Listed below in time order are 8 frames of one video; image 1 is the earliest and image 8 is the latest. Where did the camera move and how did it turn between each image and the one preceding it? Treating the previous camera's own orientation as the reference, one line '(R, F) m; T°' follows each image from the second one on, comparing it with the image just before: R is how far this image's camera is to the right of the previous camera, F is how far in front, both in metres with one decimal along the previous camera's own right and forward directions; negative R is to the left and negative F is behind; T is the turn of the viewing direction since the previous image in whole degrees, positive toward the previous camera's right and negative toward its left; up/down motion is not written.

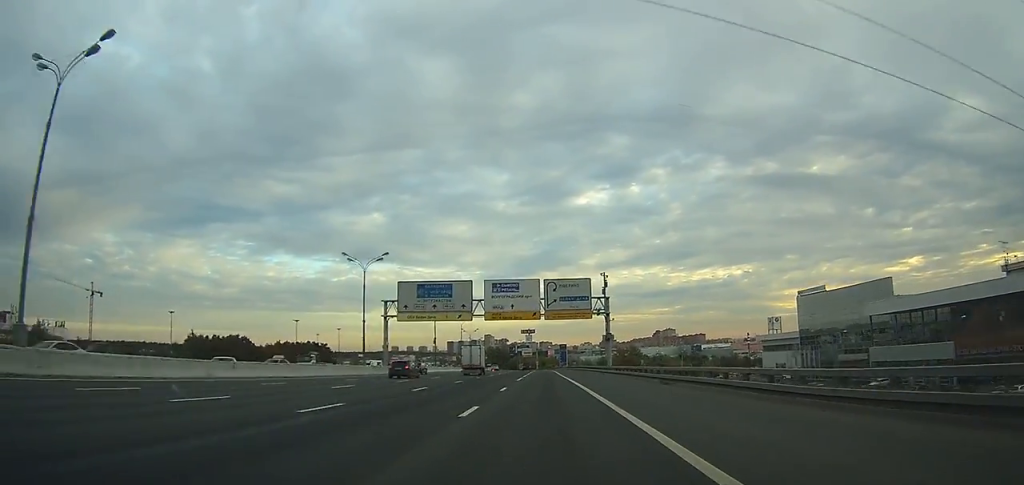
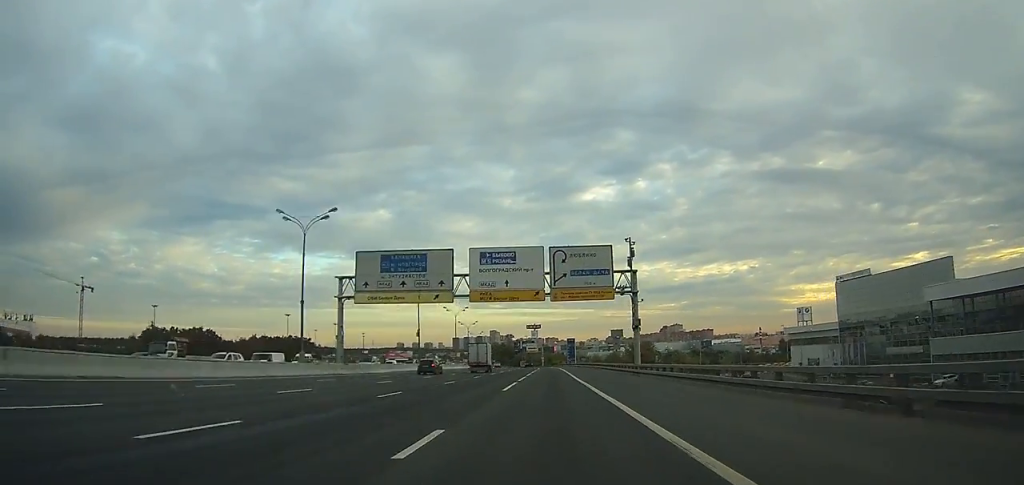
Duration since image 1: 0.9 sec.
(-0.4, +17.8) m; -1°
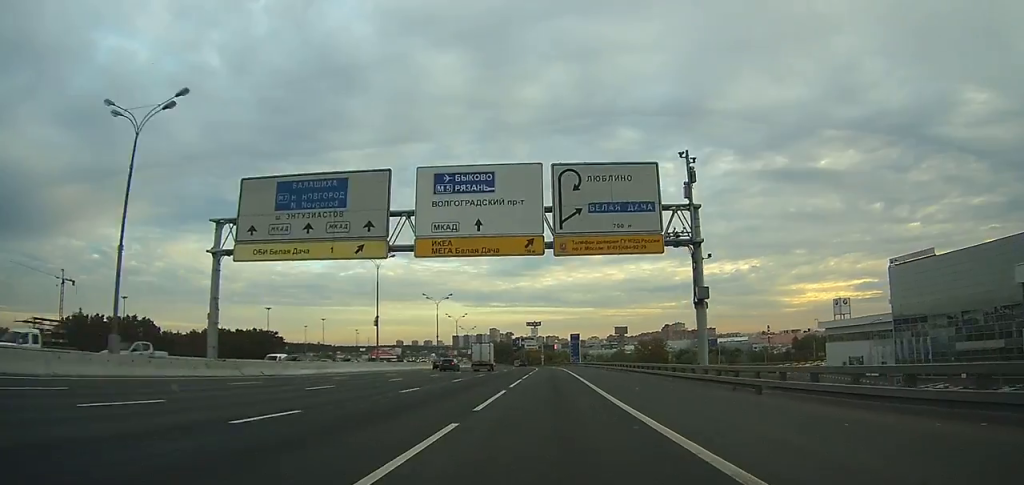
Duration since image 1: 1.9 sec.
(-0.2, +21.9) m; -1°
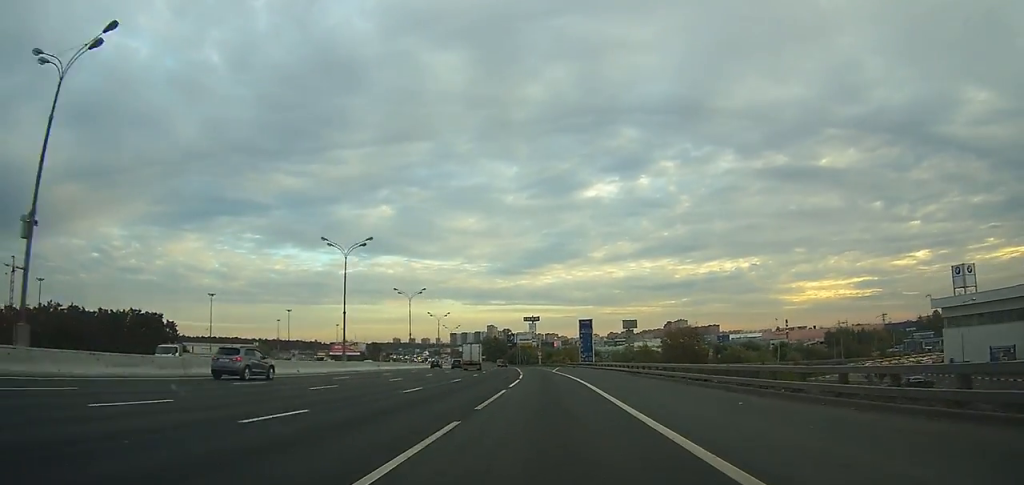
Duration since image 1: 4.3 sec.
(0.0, +47.3) m; 0°
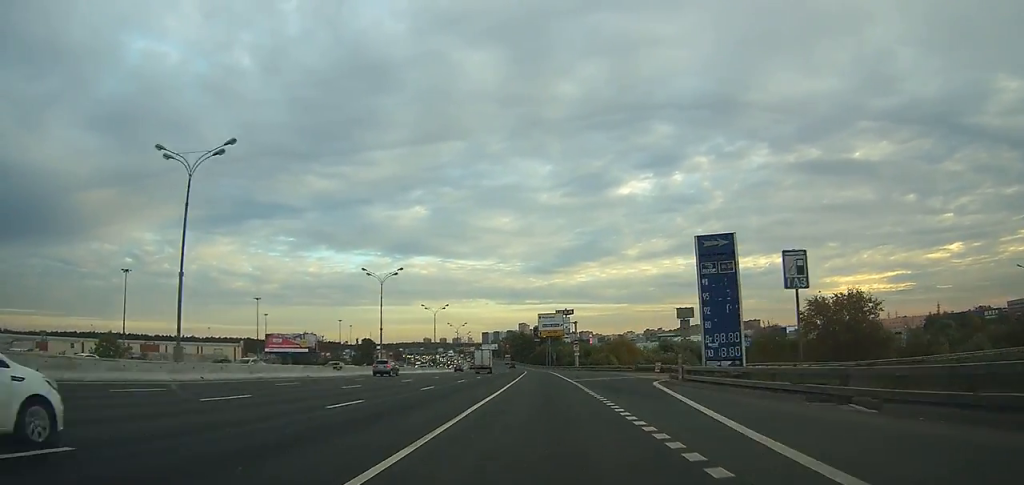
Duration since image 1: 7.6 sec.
(-0.6, +67.7) m; -2°
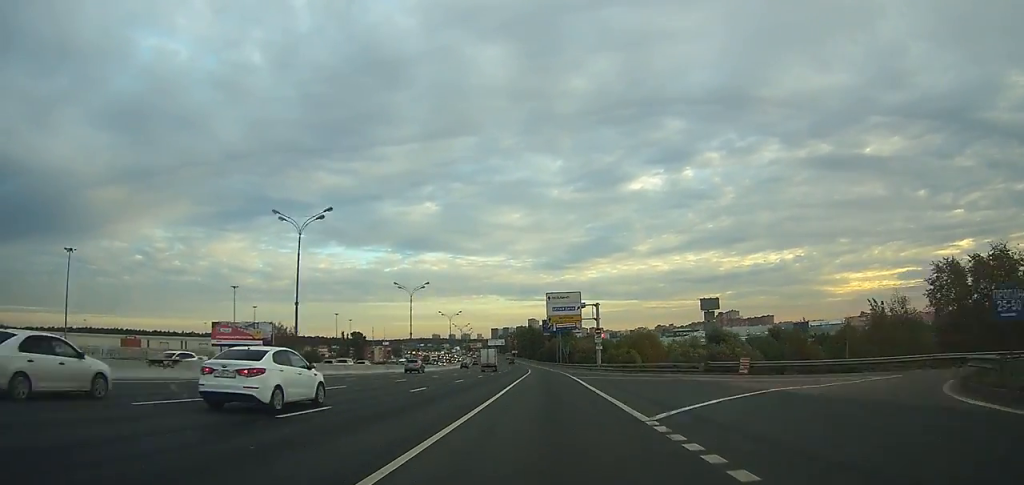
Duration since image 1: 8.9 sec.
(-0.4, +27.3) m; -1°
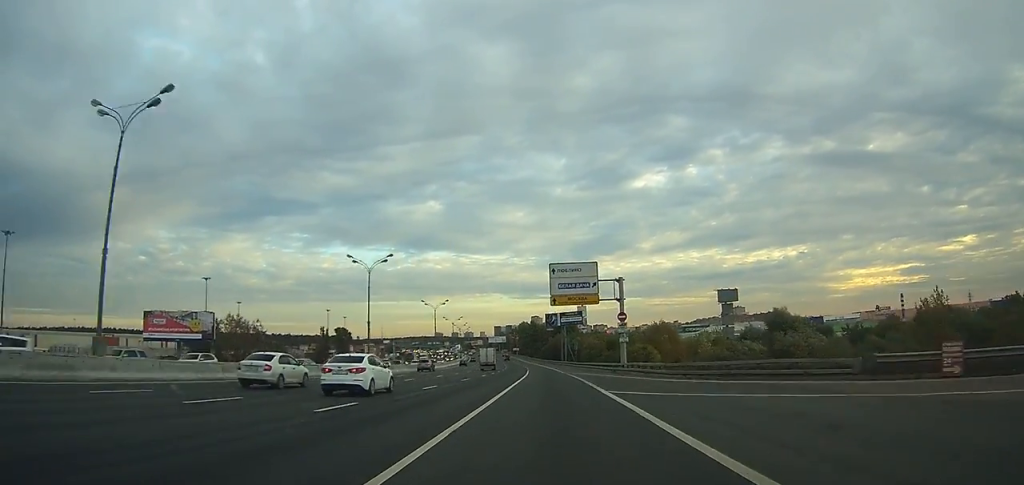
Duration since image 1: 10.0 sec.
(-0.2, +21.9) m; -1°
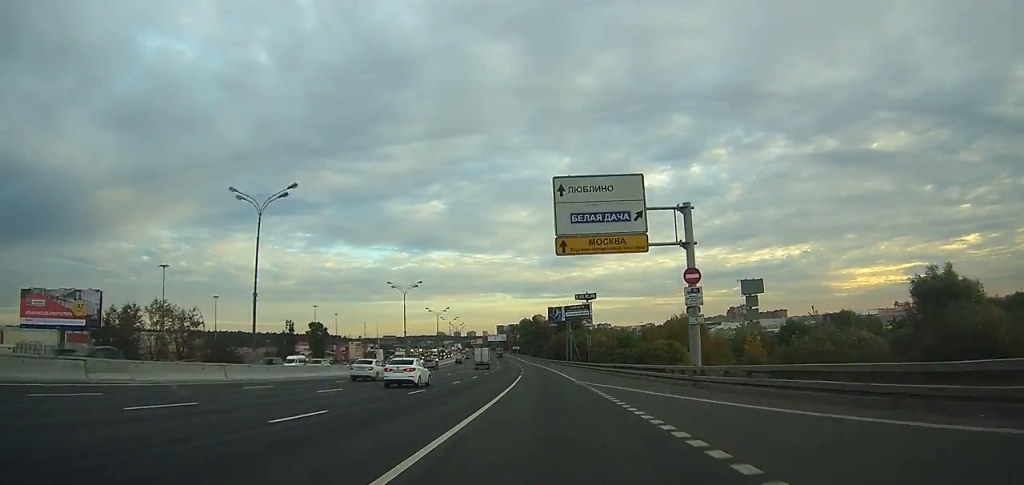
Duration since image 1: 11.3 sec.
(0.0, +26.3) m; 0°
